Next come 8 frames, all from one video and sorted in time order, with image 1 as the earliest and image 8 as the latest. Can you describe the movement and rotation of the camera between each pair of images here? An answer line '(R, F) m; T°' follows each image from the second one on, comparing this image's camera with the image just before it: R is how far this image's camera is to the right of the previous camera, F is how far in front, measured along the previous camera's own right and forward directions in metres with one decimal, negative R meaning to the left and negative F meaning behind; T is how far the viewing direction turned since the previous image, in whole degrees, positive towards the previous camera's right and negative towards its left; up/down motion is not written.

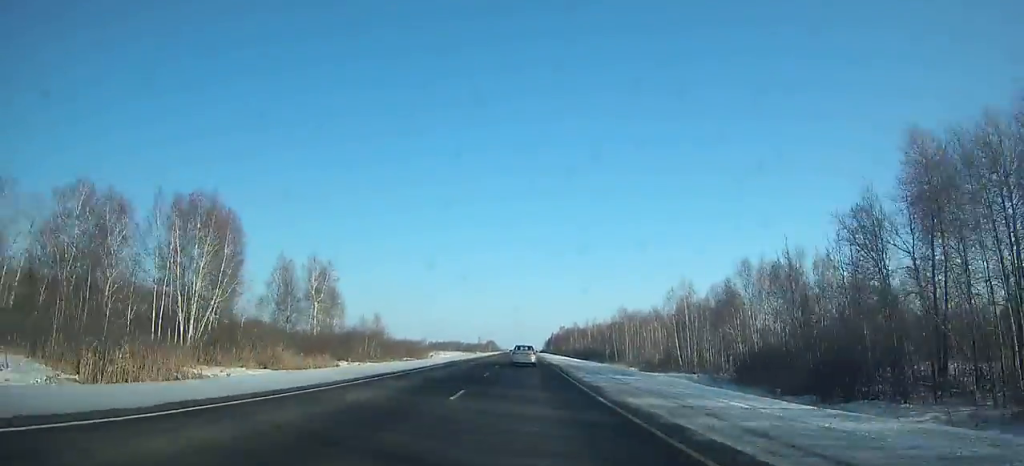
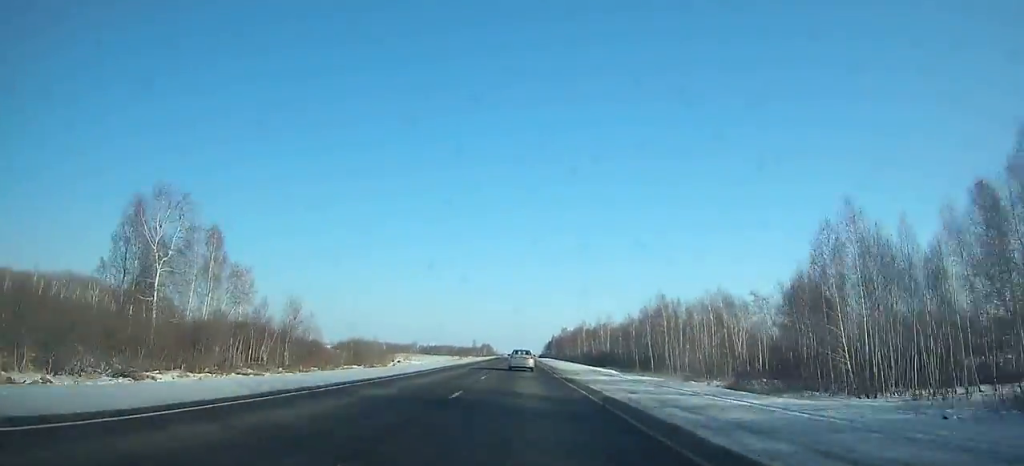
(0.0, +36.0) m; 0°
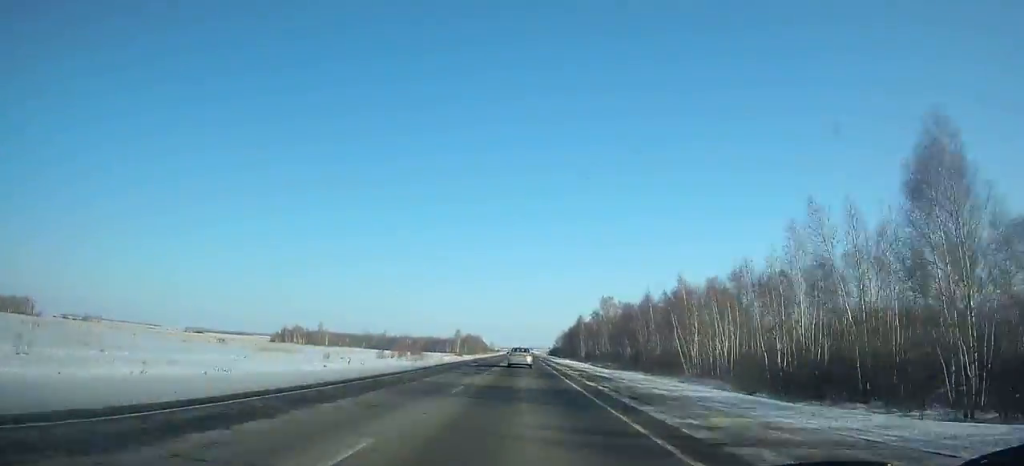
(+0.2, +152.1) m; 0°
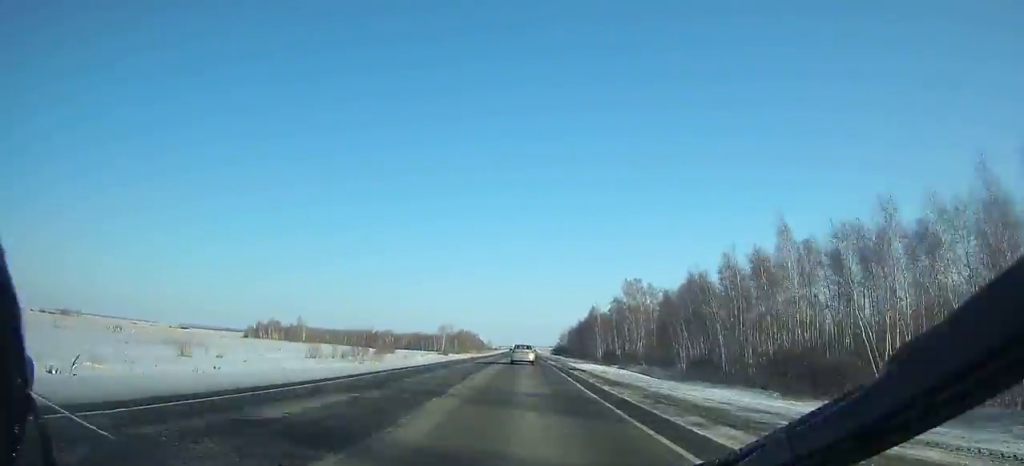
(0.0, +35.7) m; 0°
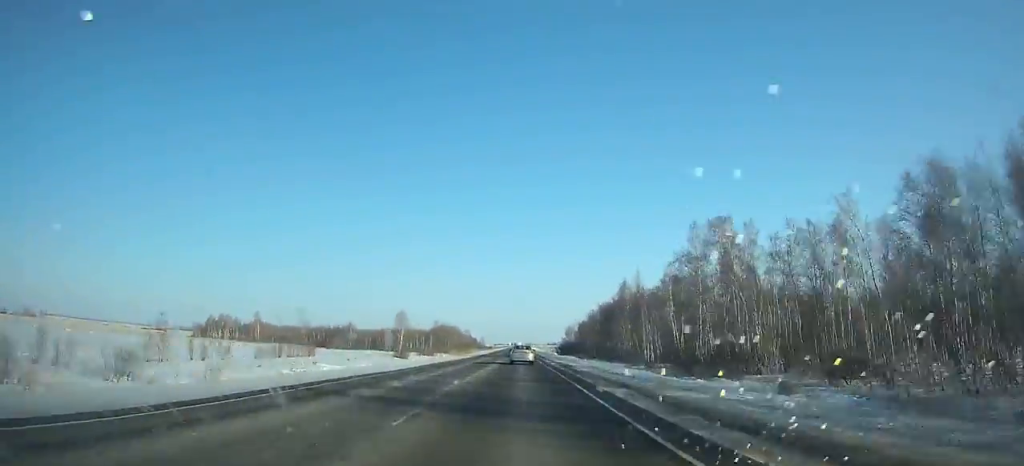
(+0.1, +54.6) m; 0°
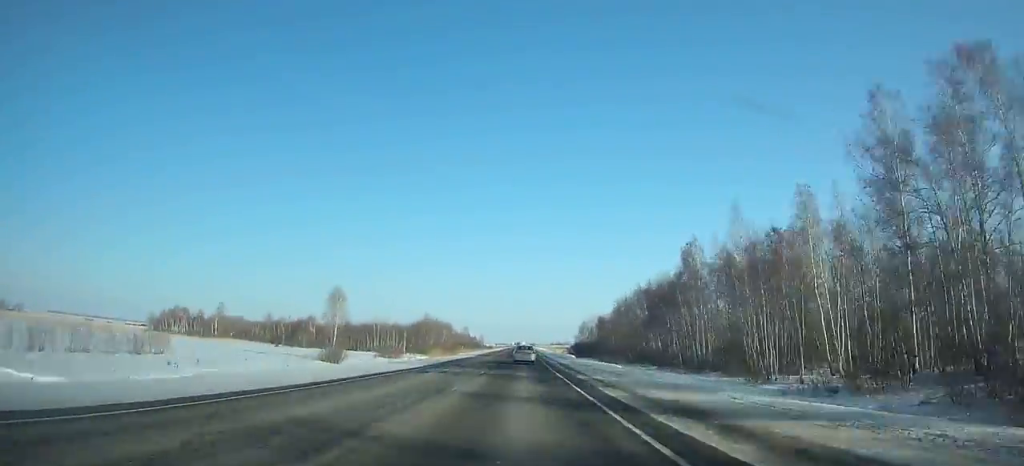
(+0.2, +40.8) m; 0°
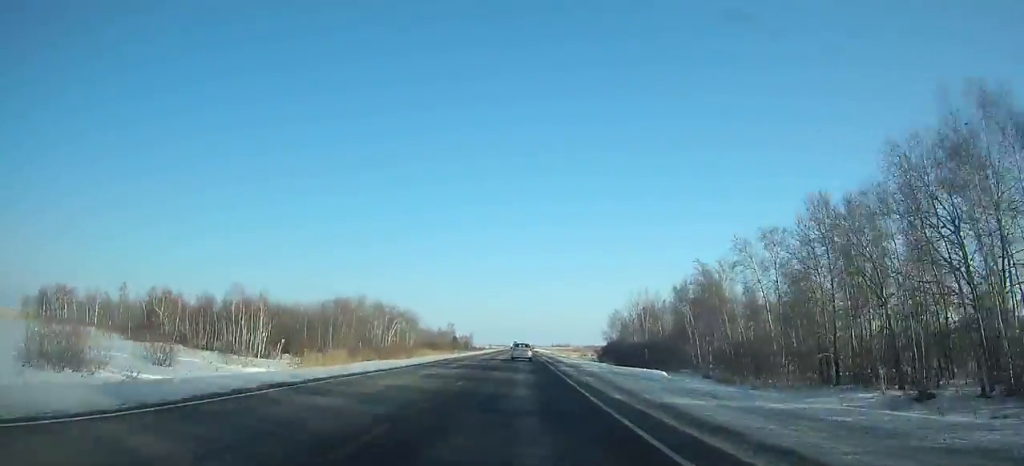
(-0.3, +67.4) m; 0°
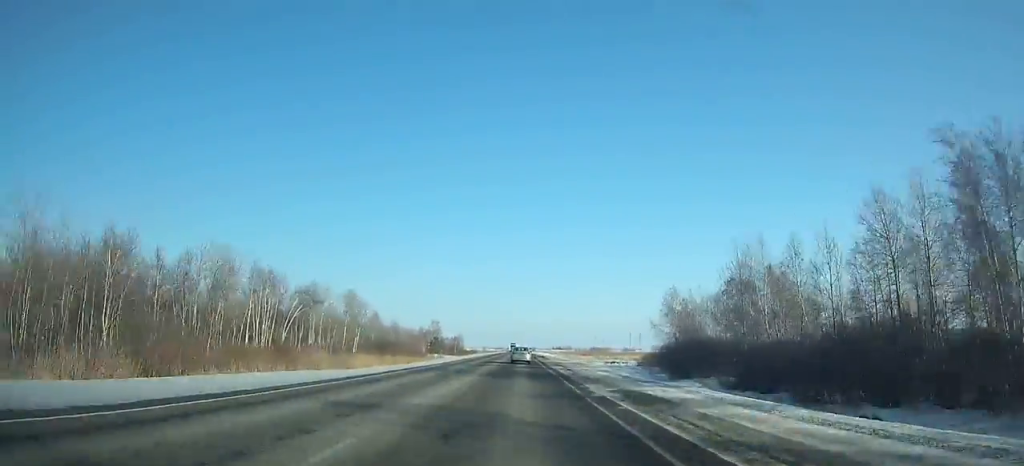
(-0.1, +51.1) m; 0°
